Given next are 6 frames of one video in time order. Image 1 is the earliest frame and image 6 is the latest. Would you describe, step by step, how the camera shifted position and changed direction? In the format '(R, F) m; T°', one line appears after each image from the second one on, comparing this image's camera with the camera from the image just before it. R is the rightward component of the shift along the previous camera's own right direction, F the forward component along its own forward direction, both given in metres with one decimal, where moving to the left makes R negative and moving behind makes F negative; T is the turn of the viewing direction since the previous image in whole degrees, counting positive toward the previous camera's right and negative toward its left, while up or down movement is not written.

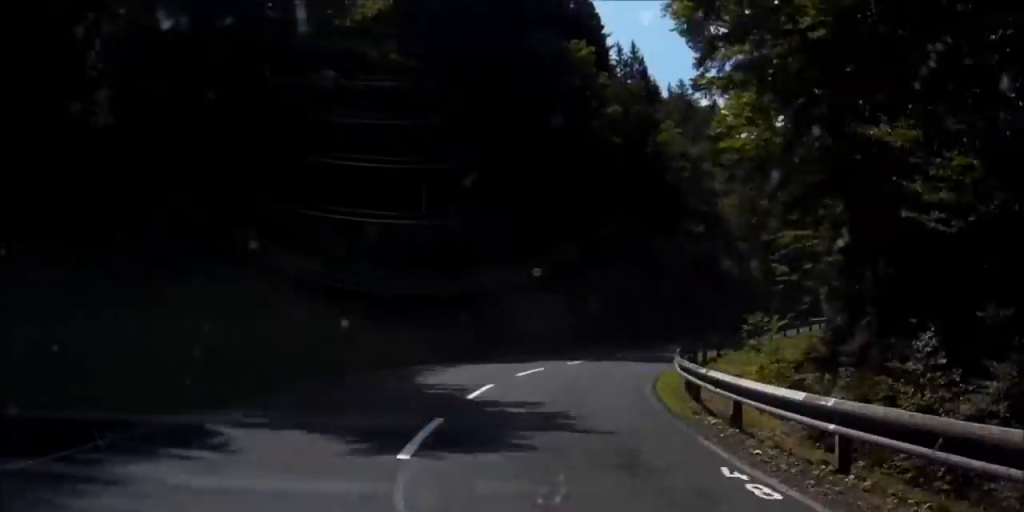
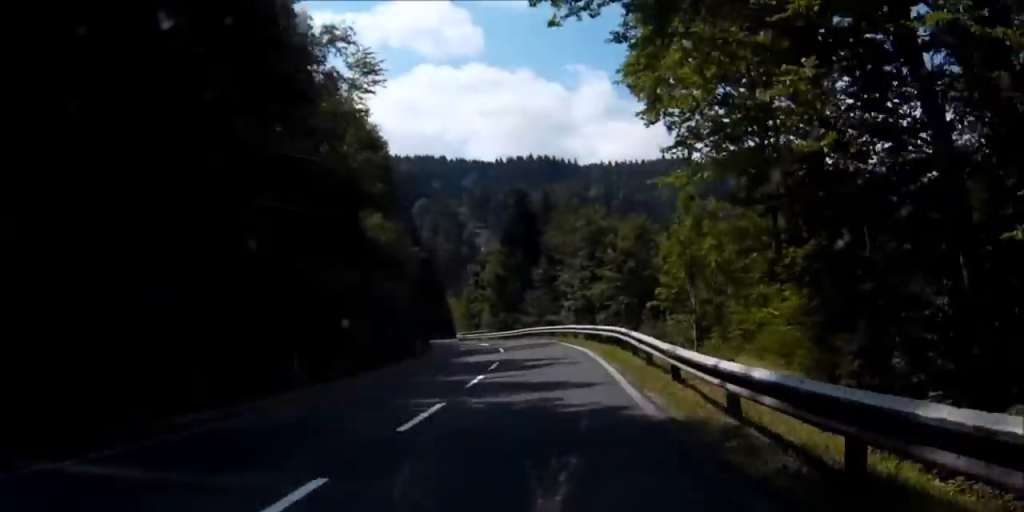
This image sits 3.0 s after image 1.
(+6.2, +33.7) m; +17°
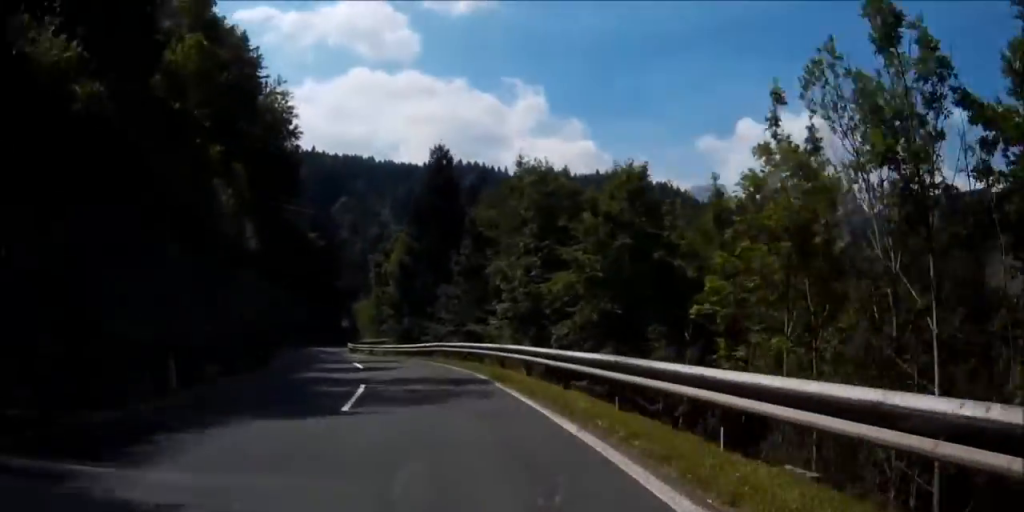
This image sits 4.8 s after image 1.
(+0.9, +21.3) m; -2°
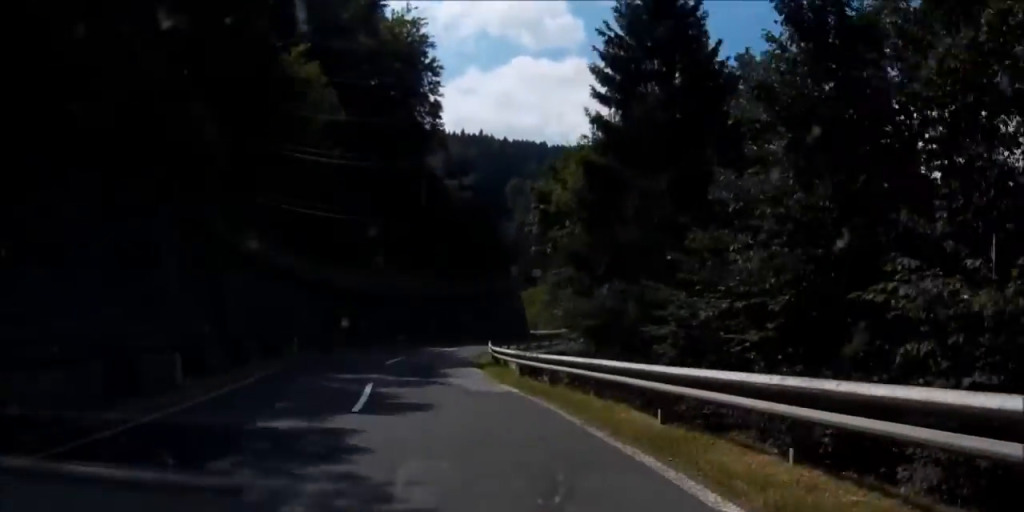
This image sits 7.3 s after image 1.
(-2.8, +29.8) m; -6°
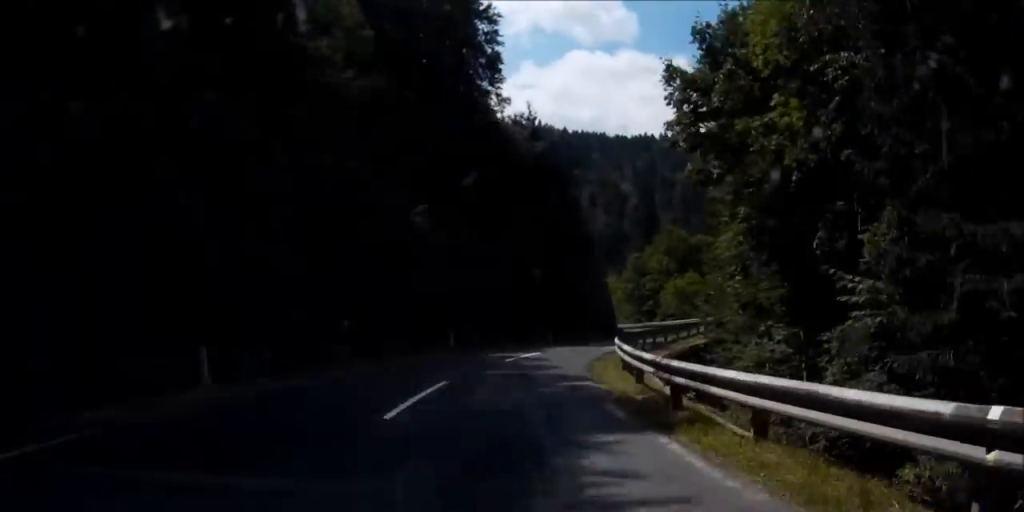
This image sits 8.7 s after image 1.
(-1.0, +16.4) m; +2°
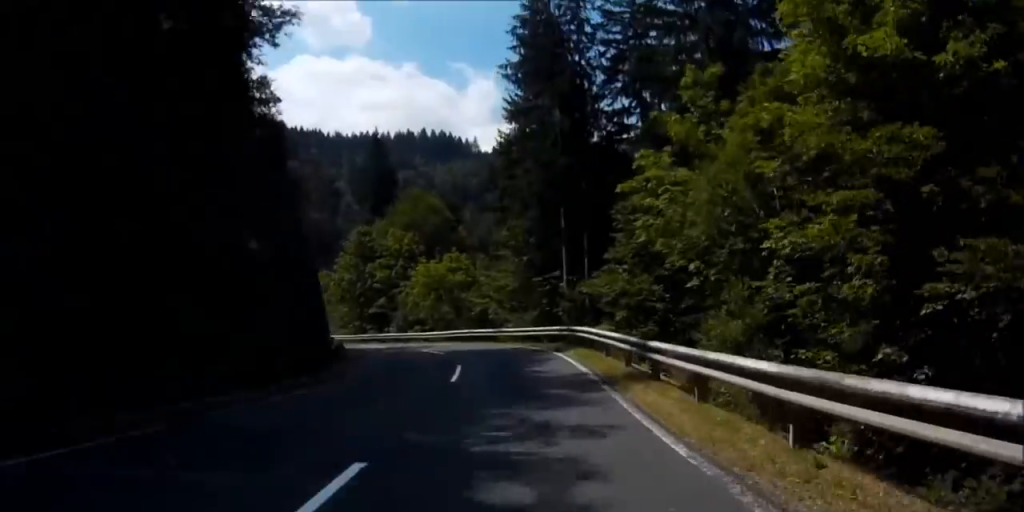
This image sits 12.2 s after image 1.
(+7.3, +38.7) m; +13°
